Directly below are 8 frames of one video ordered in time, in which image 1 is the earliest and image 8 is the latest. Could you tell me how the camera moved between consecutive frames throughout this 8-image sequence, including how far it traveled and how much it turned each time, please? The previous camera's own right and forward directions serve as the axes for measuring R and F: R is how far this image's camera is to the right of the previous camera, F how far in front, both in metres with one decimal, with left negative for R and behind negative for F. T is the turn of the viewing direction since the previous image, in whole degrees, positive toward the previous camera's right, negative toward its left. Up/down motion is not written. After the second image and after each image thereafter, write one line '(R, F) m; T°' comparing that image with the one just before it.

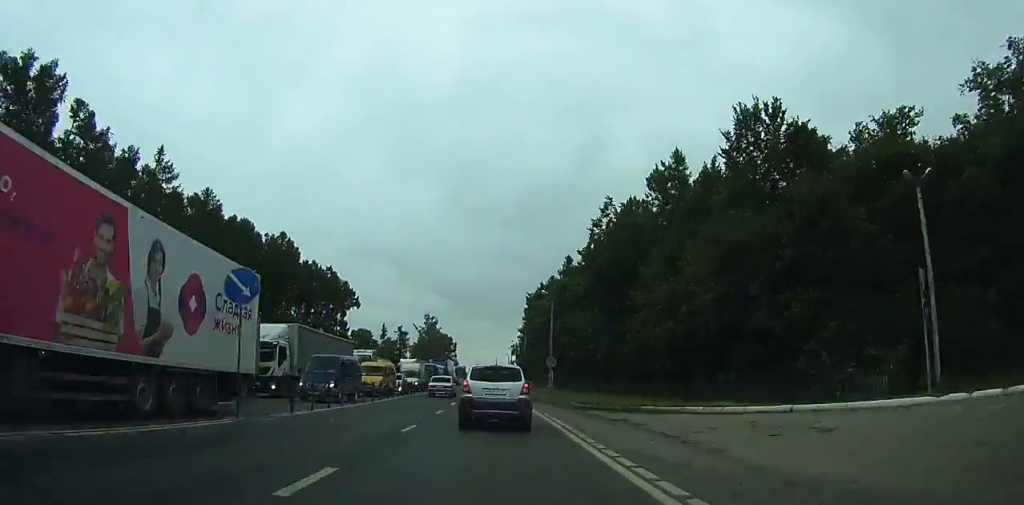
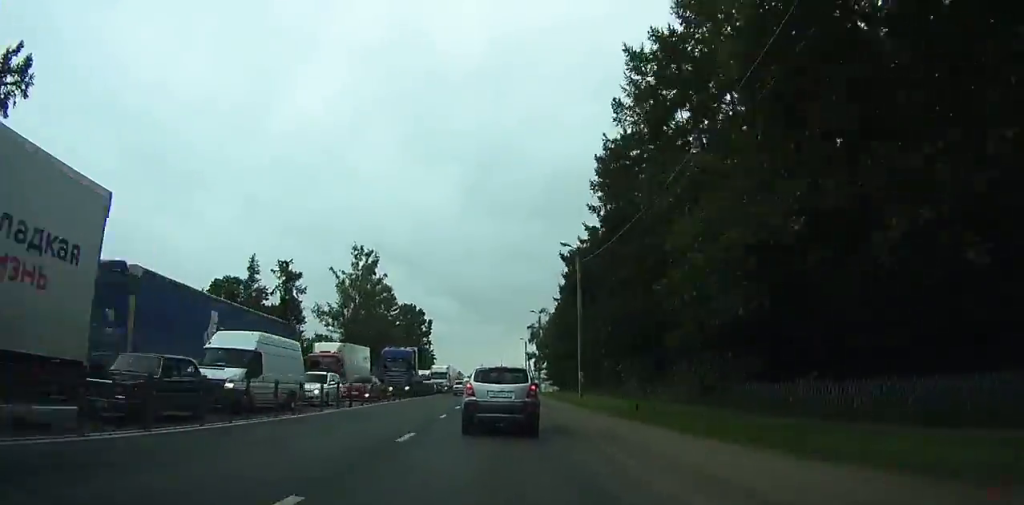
(-1.0, +89.7) m; -3°
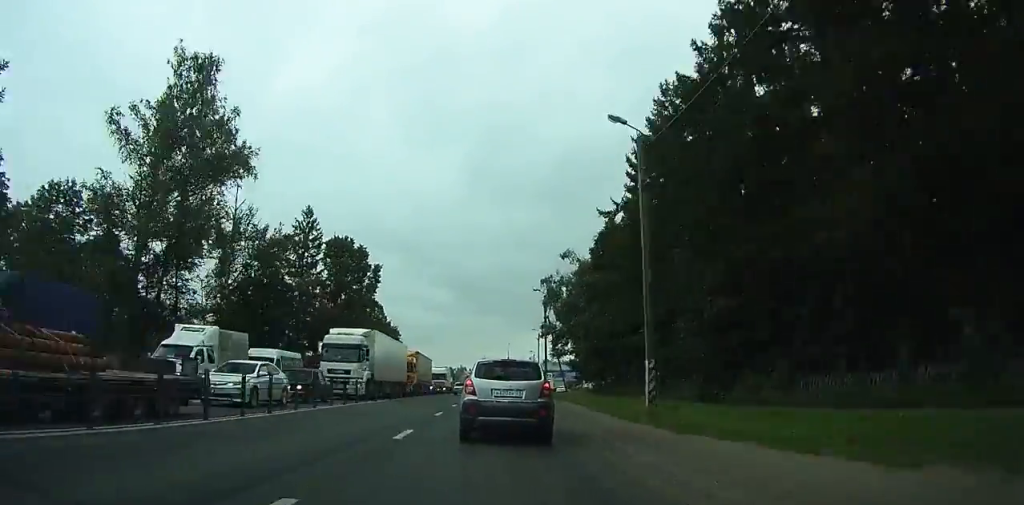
(-0.5, +43.7) m; +1°
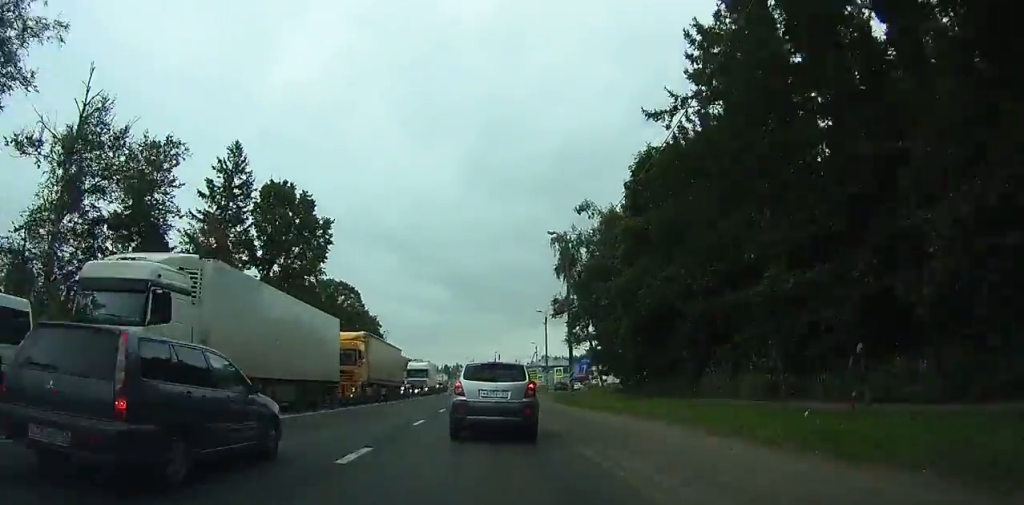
(+0.6, +19.1) m; +2°
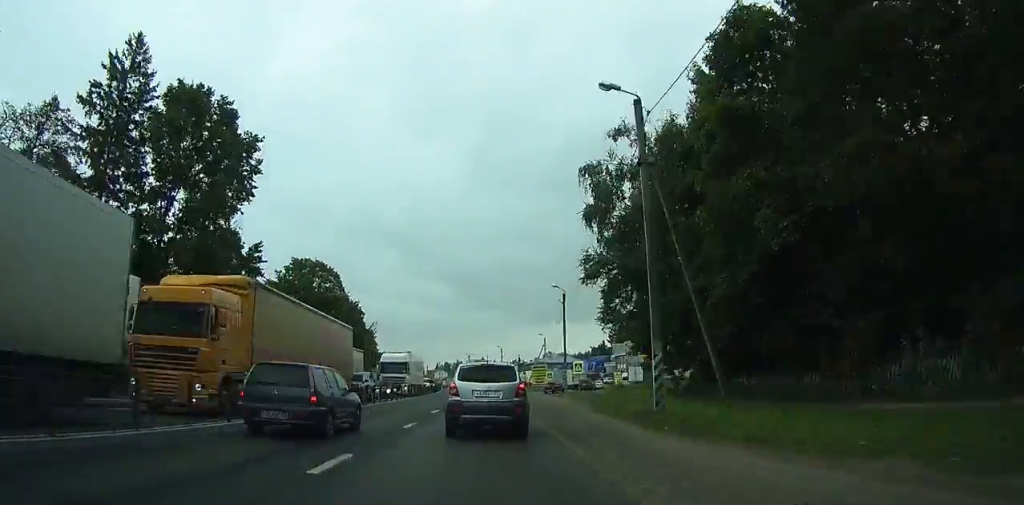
(-0.1, +16.6) m; -1°
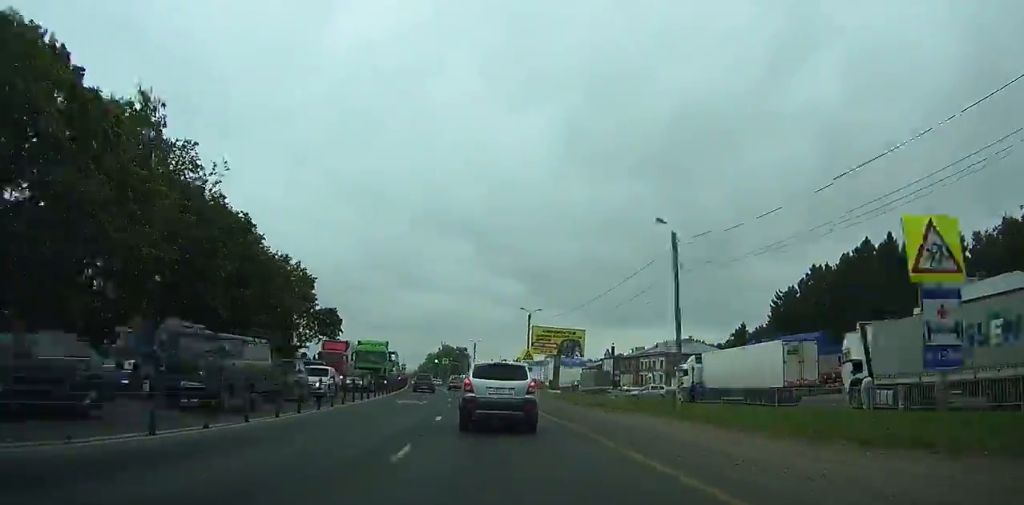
(-5.1, +103.2) m; -5°
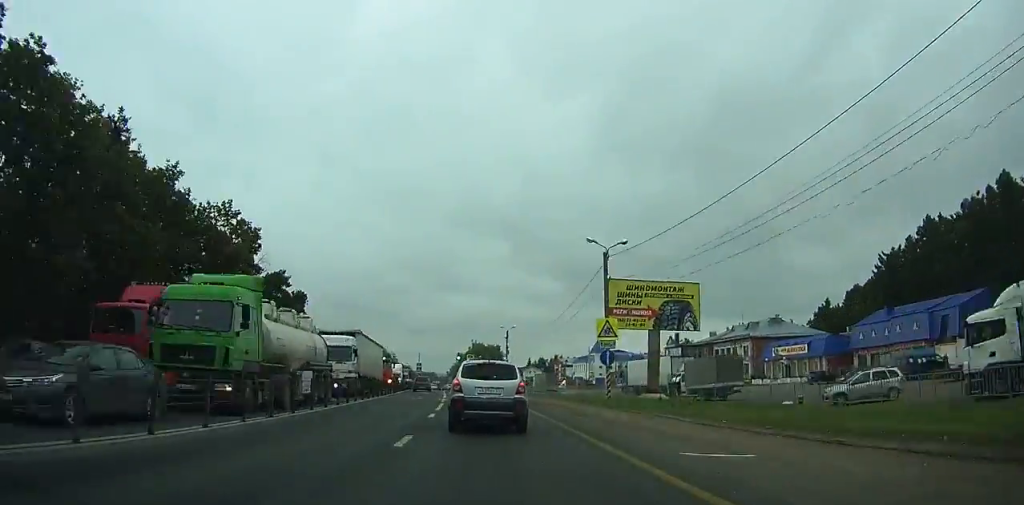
(-0.1, +31.4) m; -4°
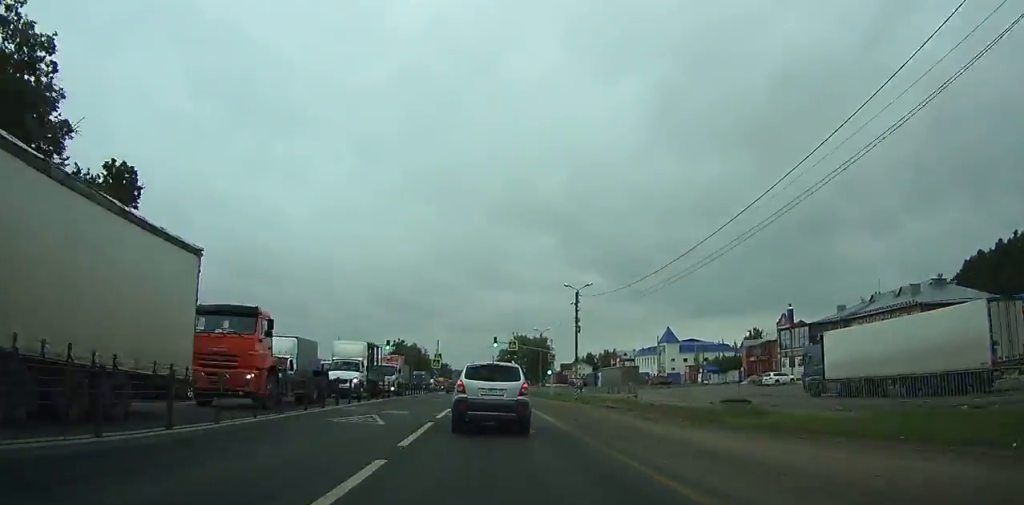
(-1.4, +36.8) m; -5°
